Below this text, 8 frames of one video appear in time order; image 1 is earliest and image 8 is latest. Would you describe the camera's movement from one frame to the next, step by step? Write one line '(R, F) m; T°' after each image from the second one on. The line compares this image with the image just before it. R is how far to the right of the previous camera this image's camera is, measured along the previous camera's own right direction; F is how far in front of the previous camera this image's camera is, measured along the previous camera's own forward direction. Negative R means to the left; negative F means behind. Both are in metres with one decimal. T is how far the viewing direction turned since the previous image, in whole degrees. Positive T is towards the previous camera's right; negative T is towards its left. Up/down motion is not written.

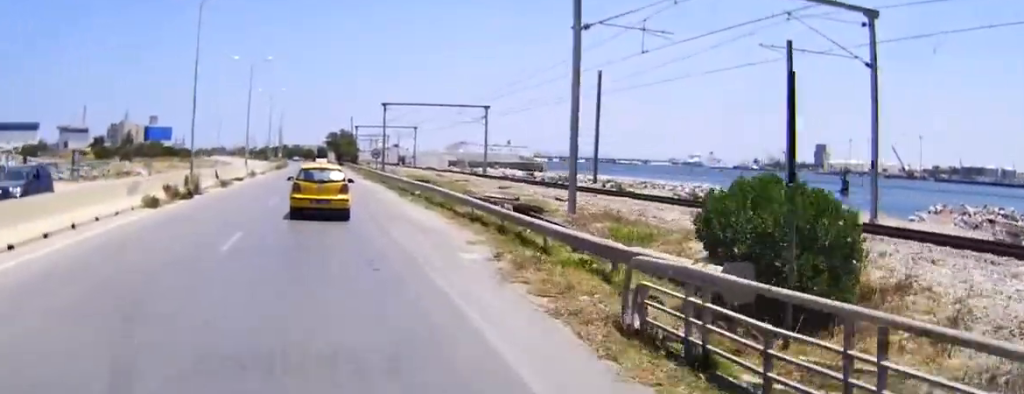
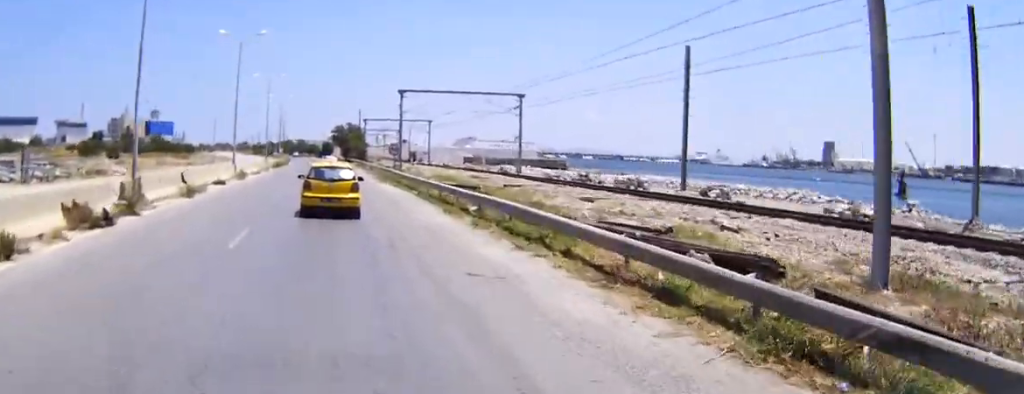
(-2.2, +12.6) m; -4°
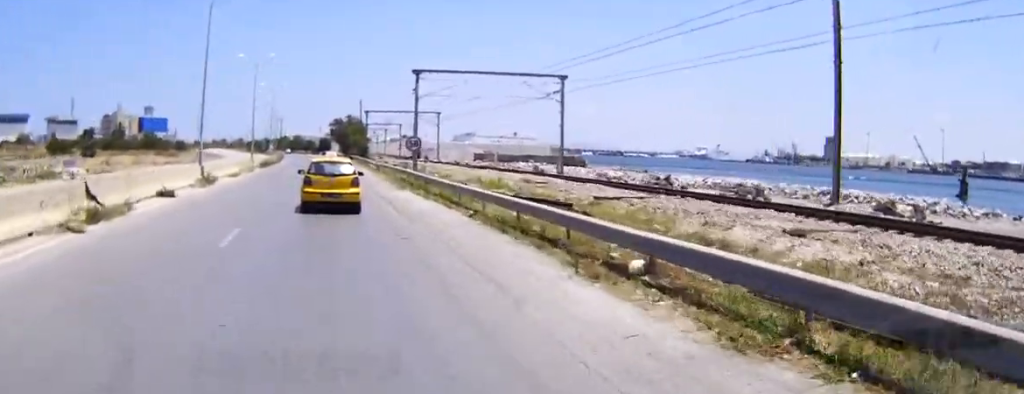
(+0.7, +12.7) m; +3°
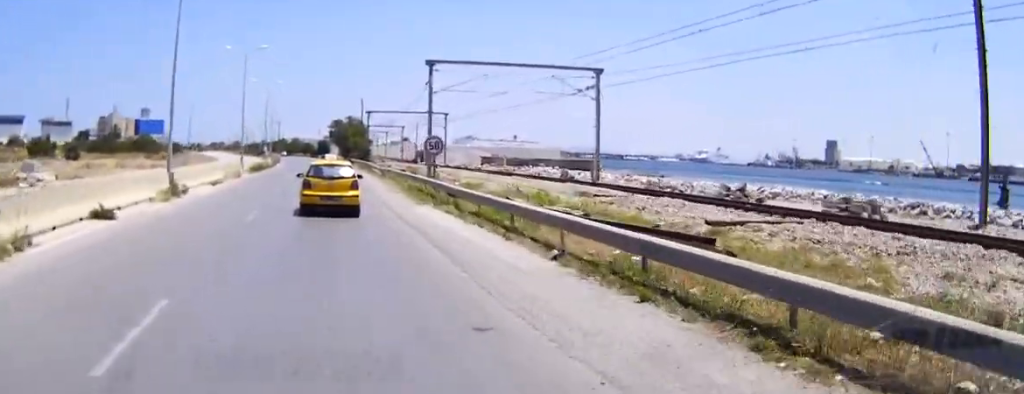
(+0.2, +7.4) m; +2°
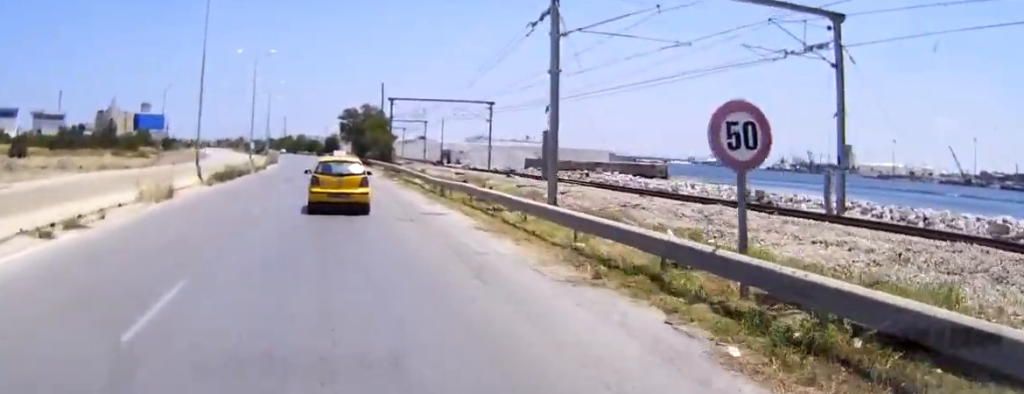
(0.0, +23.7) m; 0°
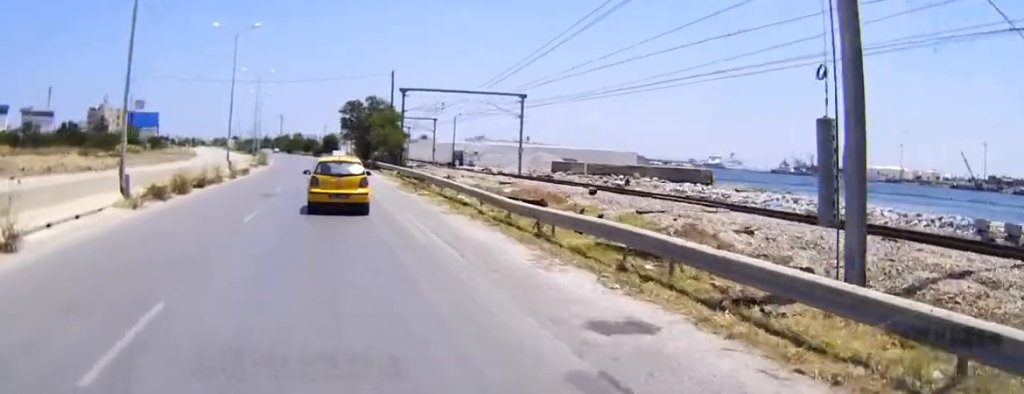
(0.0, +14.3) m; 0°
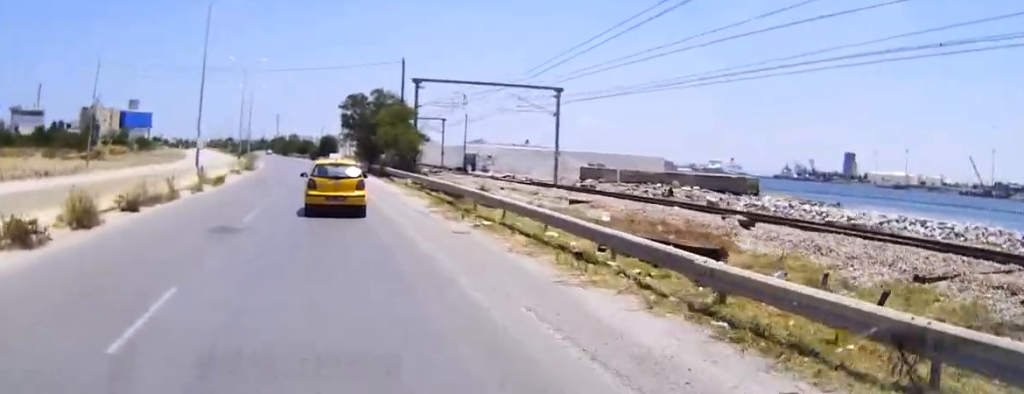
(0.0, +11.9) m; 0°
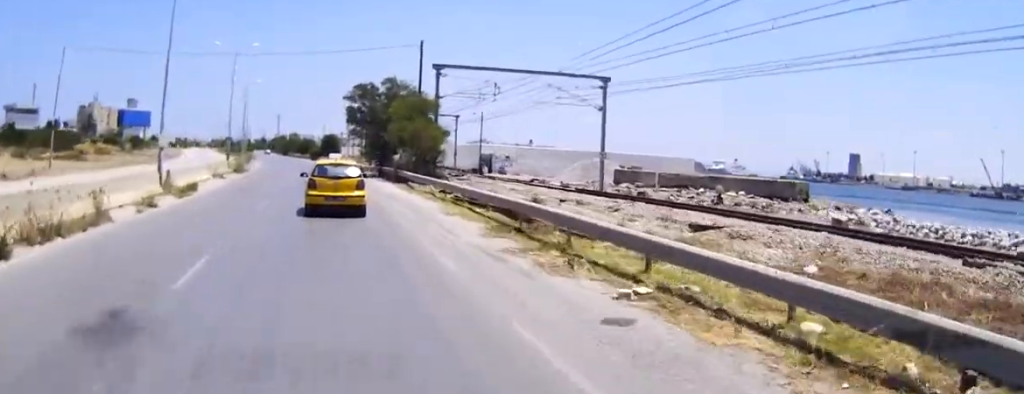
(0.0, +9.6) m; 0°
